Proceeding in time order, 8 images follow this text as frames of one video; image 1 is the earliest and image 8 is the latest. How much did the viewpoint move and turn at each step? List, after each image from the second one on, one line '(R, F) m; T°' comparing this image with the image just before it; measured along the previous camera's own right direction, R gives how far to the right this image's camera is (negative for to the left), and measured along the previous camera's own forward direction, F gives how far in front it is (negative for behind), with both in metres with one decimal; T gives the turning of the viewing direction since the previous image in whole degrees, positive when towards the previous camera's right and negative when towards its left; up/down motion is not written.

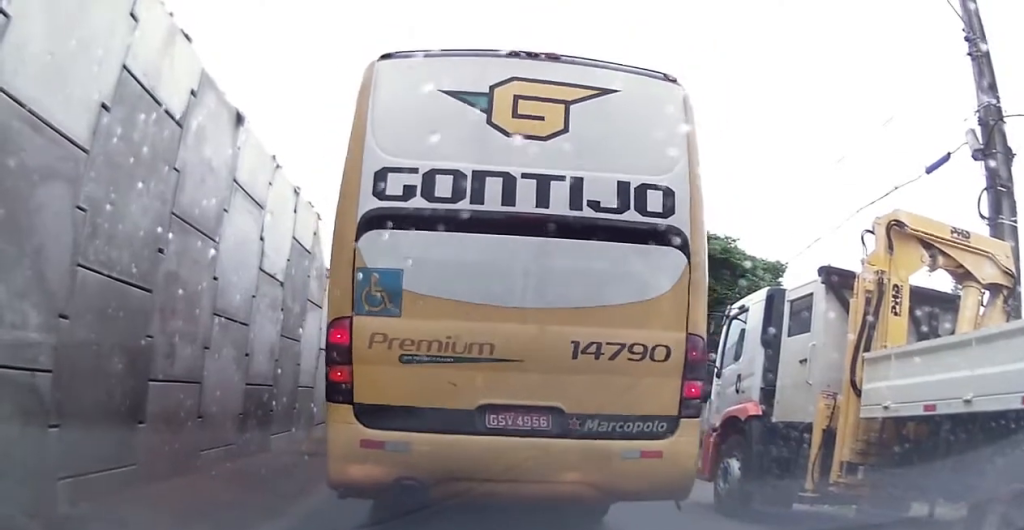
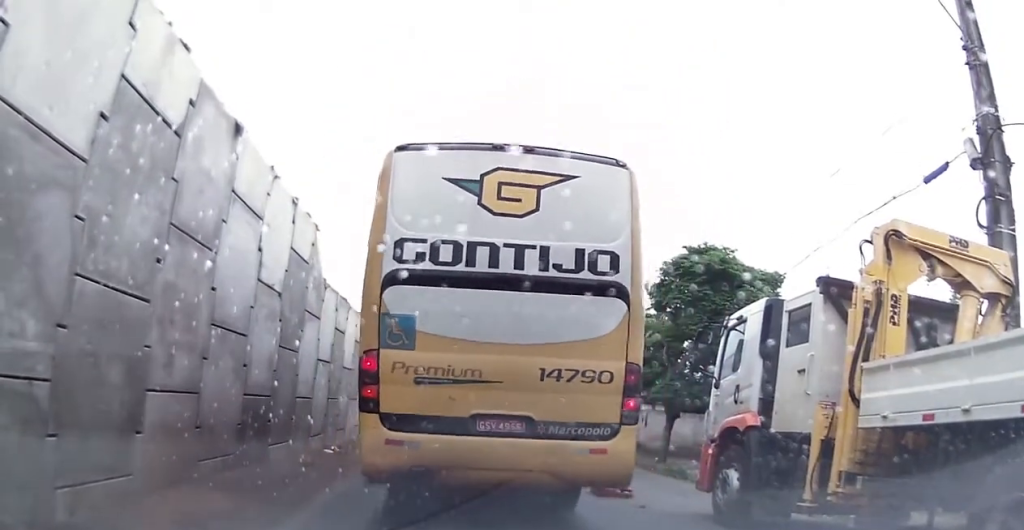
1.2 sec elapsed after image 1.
(0.0, 0.0) m; 0°
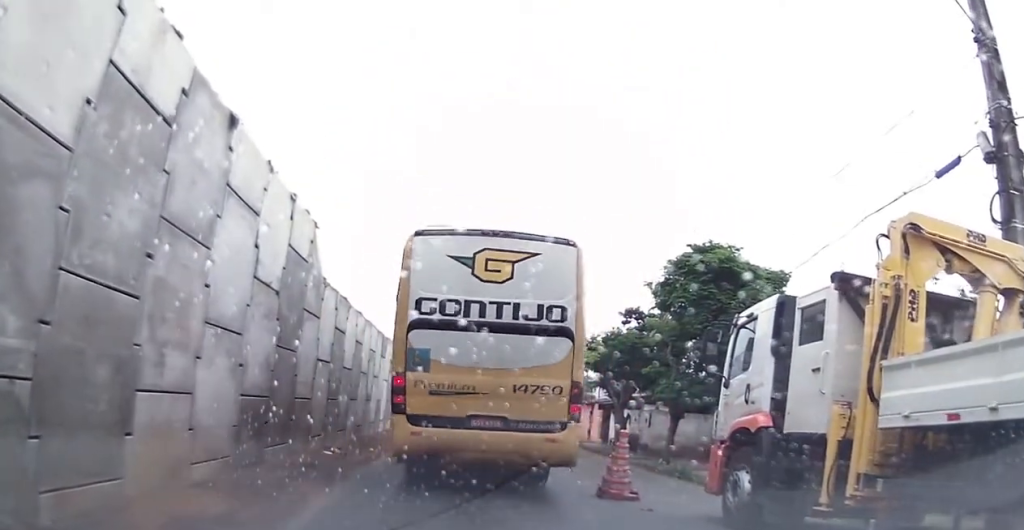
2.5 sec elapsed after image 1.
(0.0, 0.0) m; 0°
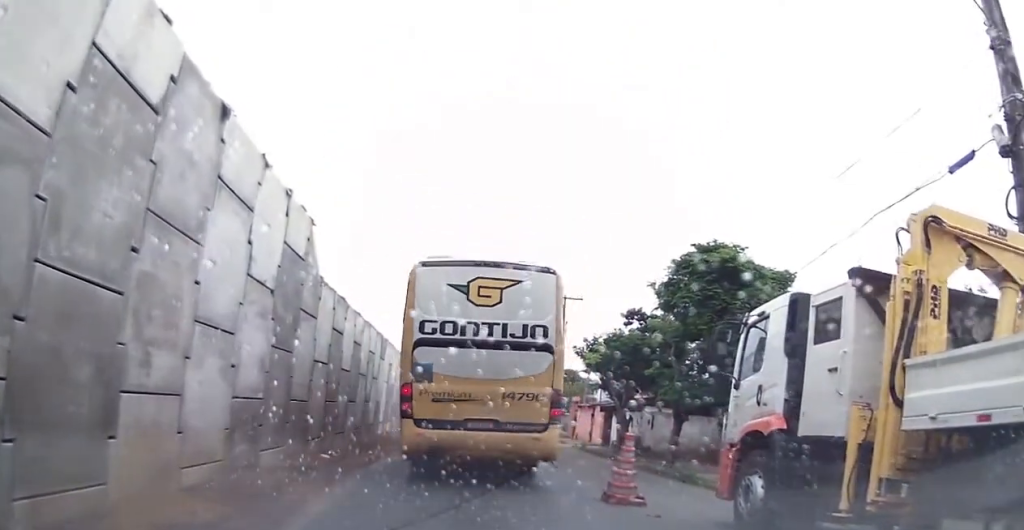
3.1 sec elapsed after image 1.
(0.0, 0.0) m; 0°
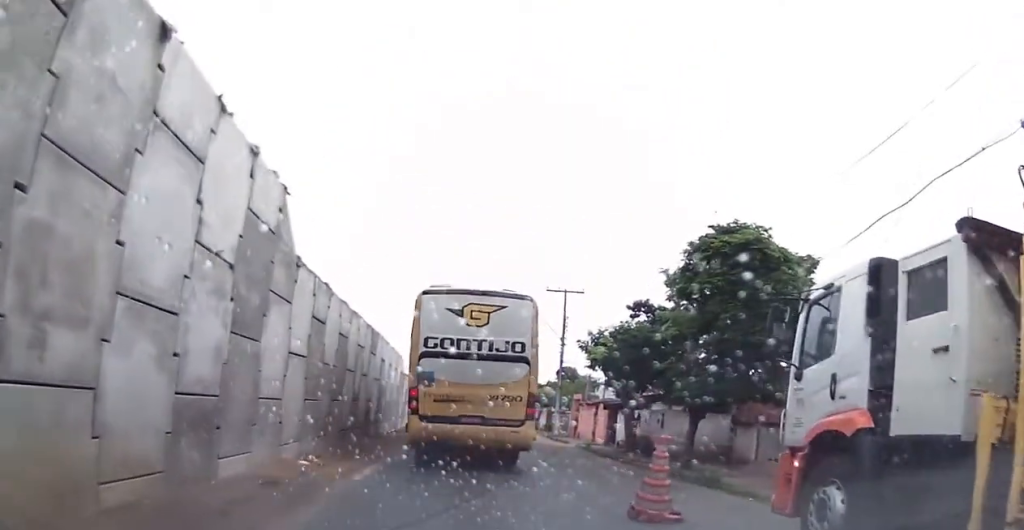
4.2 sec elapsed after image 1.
(0.0, 0.0) m; 0°
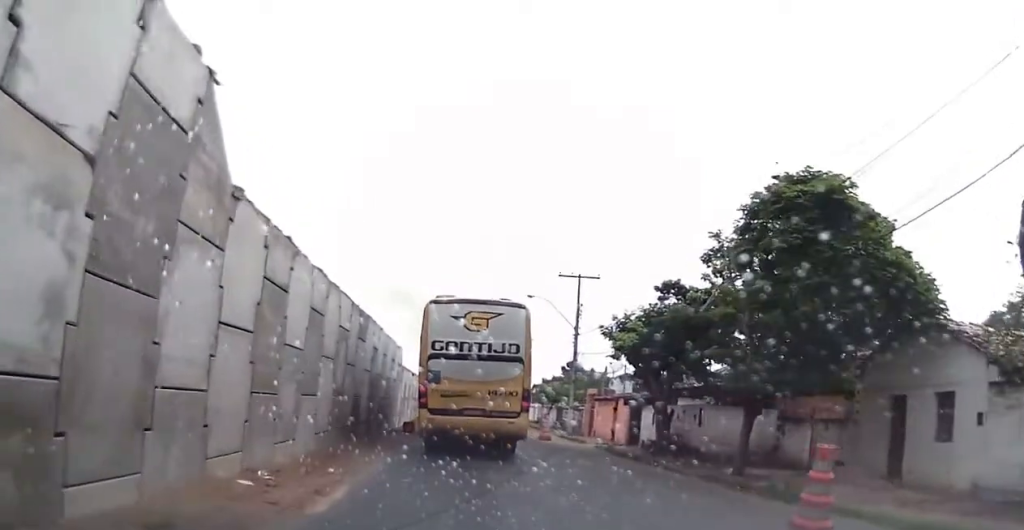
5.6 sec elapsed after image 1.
(-0.2, +1.0) m; -2°
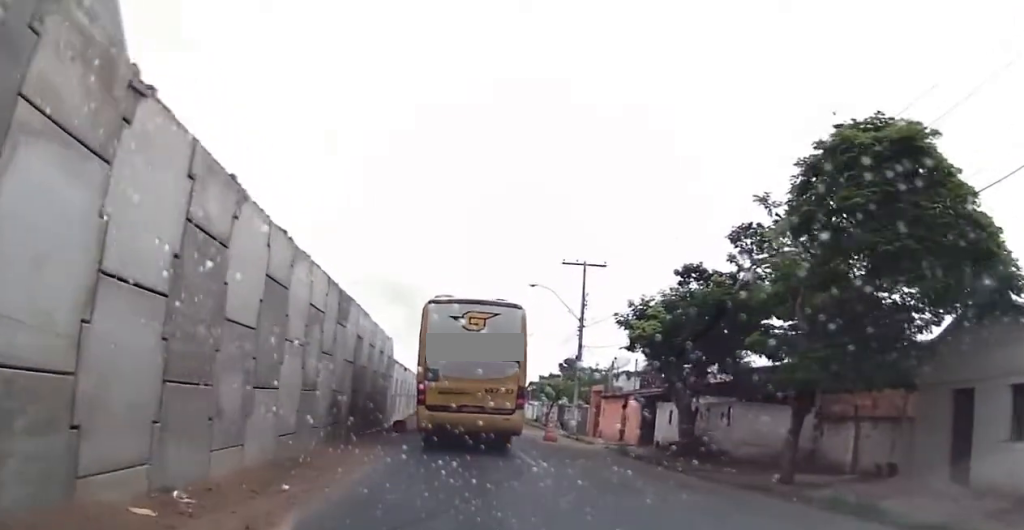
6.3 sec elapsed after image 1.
(-0.4, +1.4) m; -6°
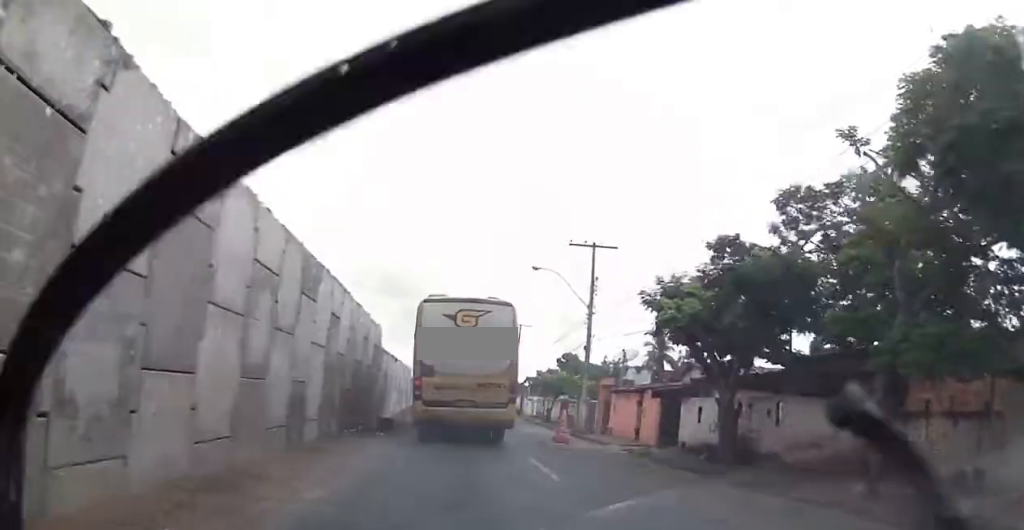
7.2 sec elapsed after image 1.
(+0.2, +2.6) m; -1°
